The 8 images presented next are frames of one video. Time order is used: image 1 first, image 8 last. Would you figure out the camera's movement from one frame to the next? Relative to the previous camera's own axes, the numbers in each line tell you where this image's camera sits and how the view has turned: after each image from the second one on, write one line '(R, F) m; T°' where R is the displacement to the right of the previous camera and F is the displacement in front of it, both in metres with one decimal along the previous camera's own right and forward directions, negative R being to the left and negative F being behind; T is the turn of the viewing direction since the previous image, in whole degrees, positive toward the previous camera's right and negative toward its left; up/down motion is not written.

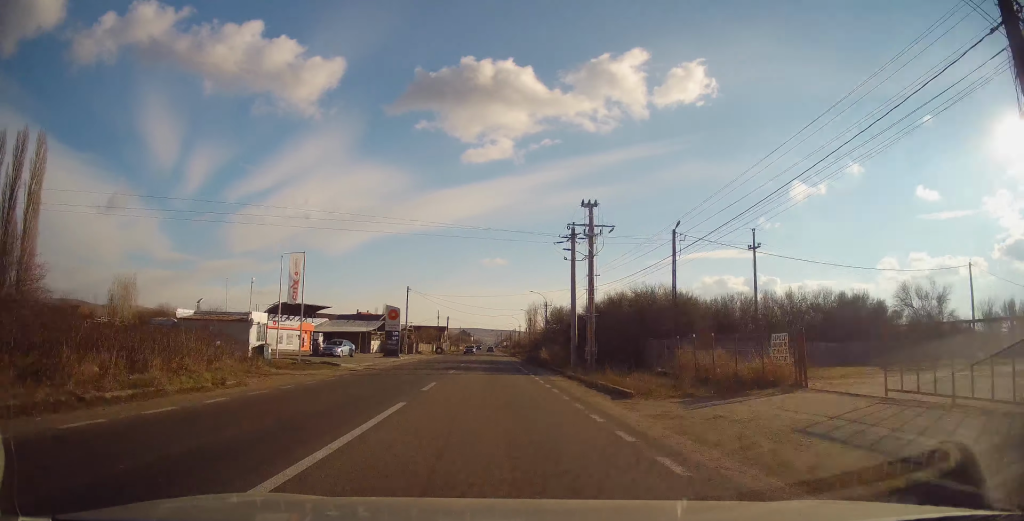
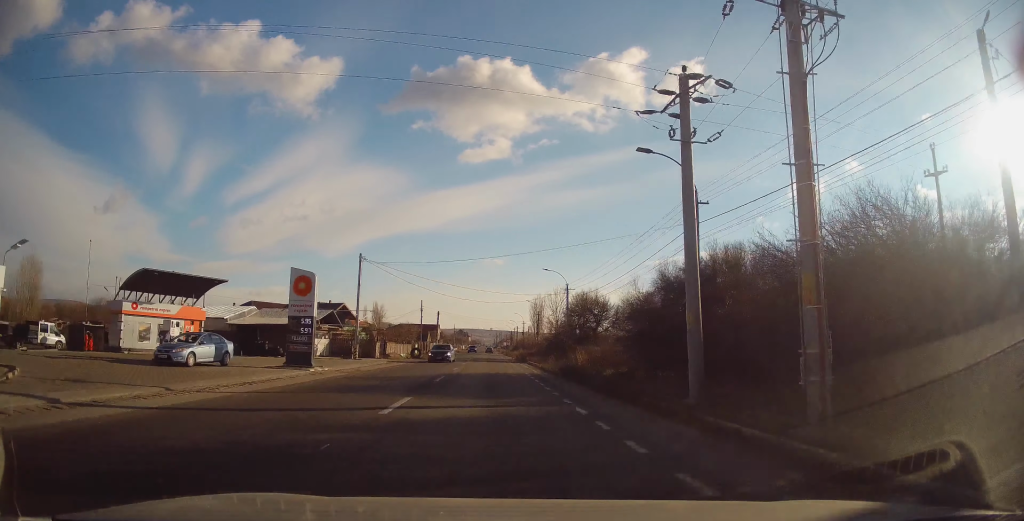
(+0.3, +23.7) m; +1°
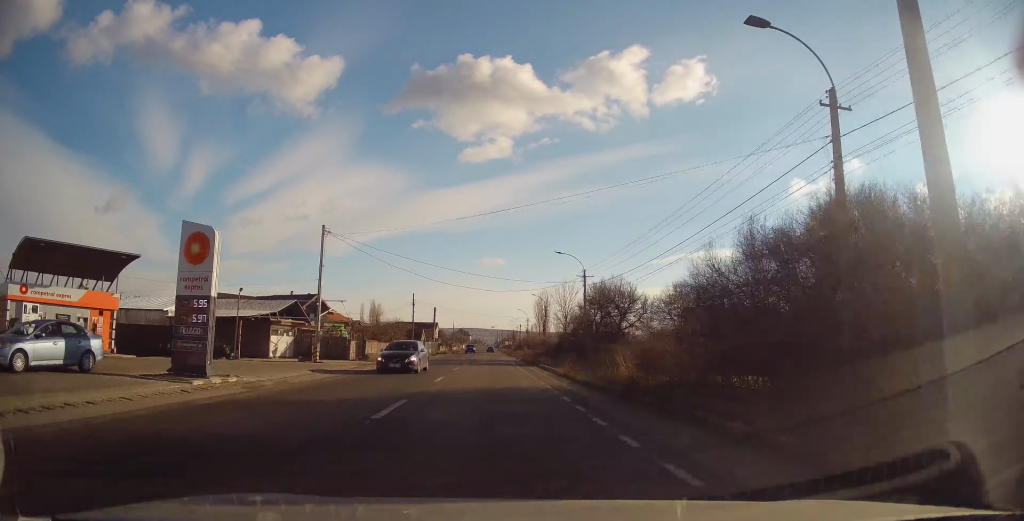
(+0.1, +9.8) m; 0°
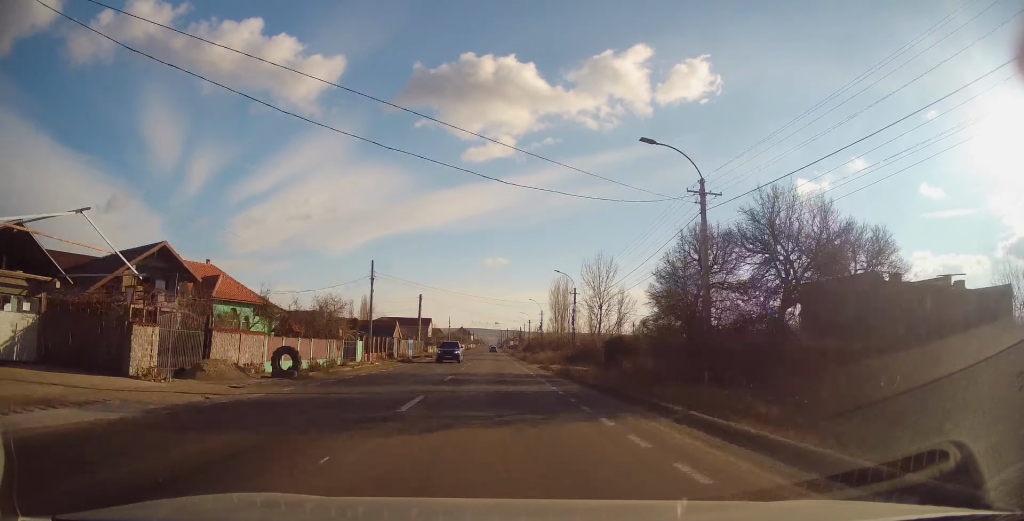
(-0.5, +26.5) m; -2°
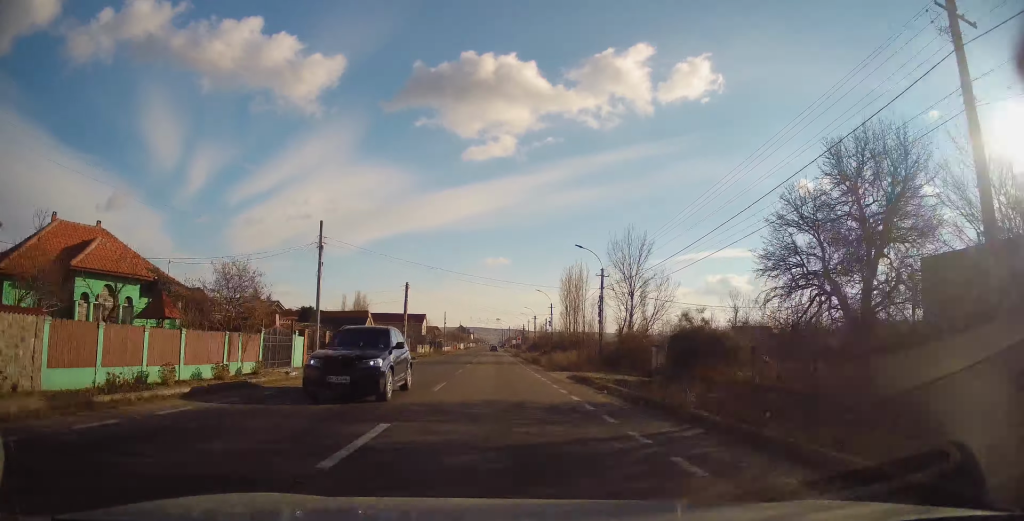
(-0.1, +13.7) m; 0°
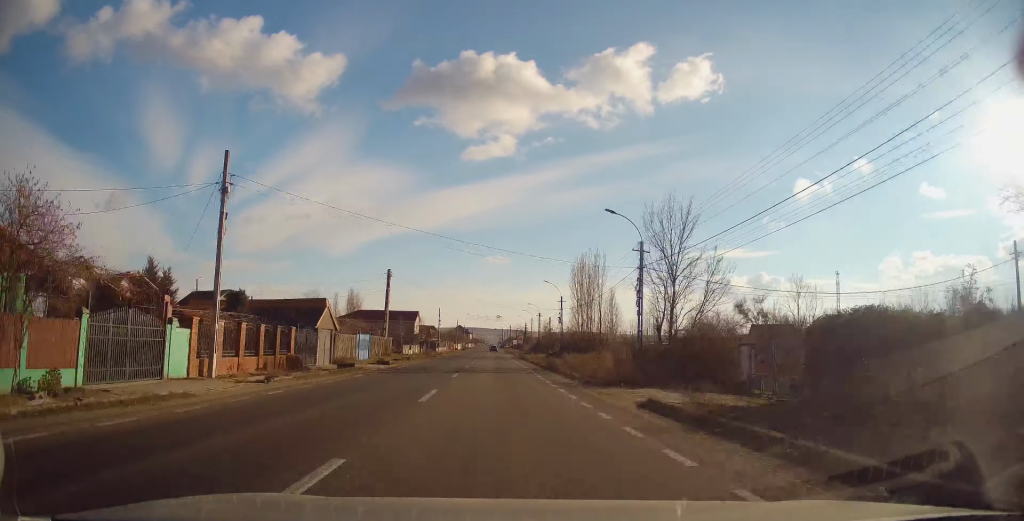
(0.0, +12.0) m; 0°
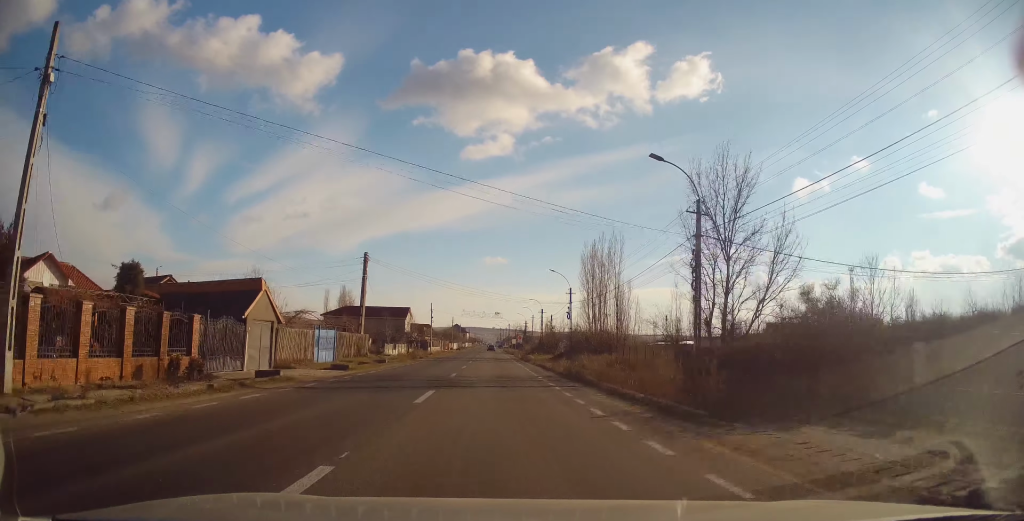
(+0.1, +9.3) m; +1°
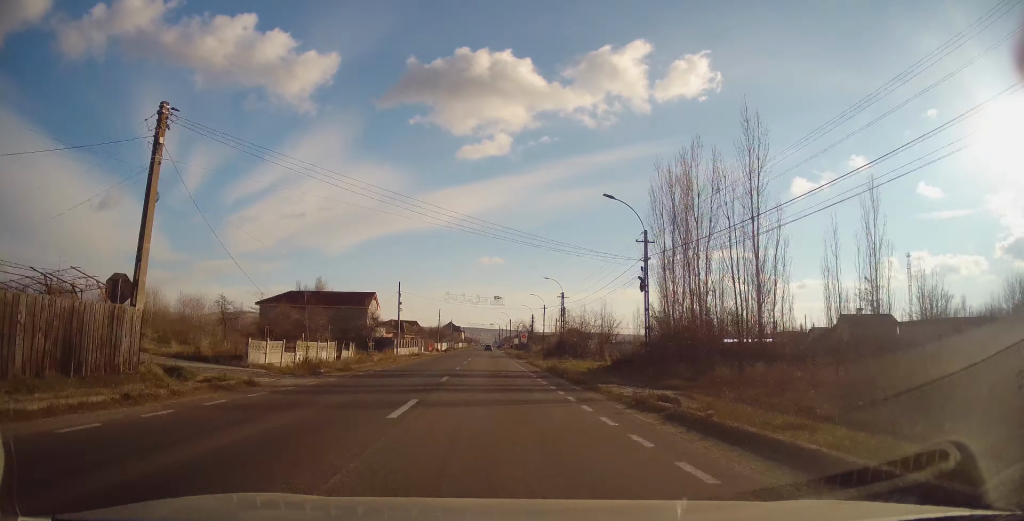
(+0.5, +30.1) m; +2°
